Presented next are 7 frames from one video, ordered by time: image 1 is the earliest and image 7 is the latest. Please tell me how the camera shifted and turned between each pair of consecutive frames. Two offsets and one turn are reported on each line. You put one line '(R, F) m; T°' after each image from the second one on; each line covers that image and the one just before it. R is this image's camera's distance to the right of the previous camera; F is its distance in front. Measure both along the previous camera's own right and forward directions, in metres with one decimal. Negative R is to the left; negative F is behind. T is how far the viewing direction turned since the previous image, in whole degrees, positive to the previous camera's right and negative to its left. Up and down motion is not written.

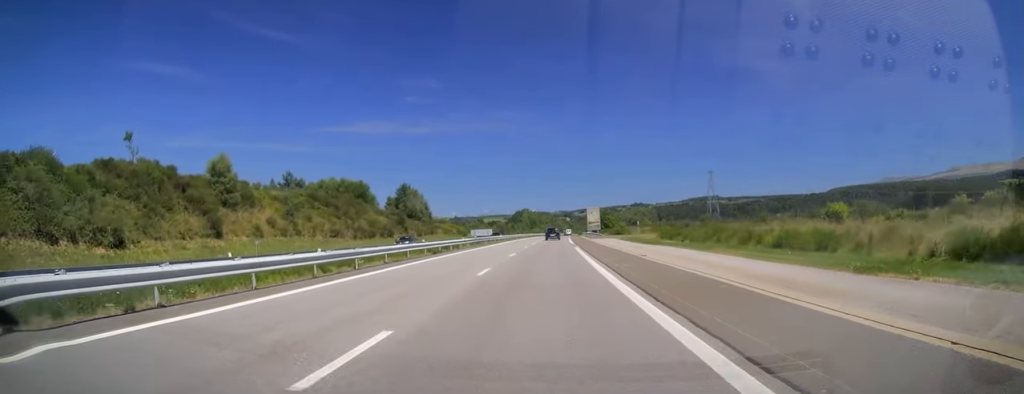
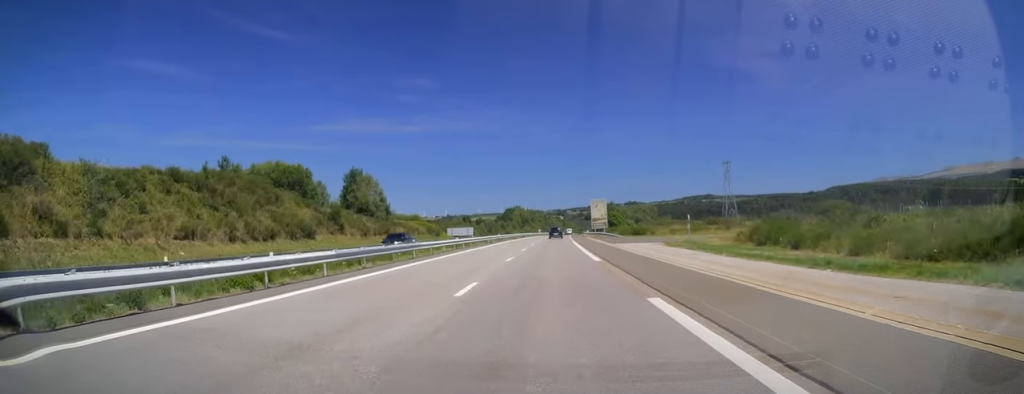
(+0.2, +32.0) m; +1°
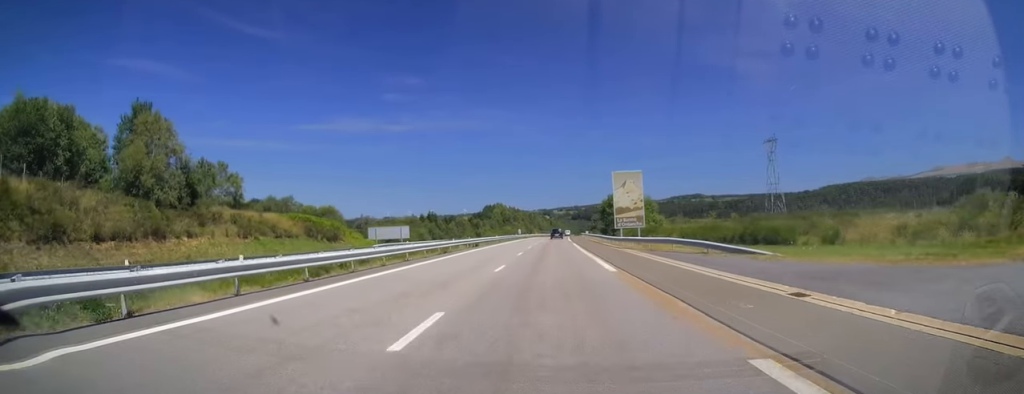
(+0.5, +56.4) m; +1°
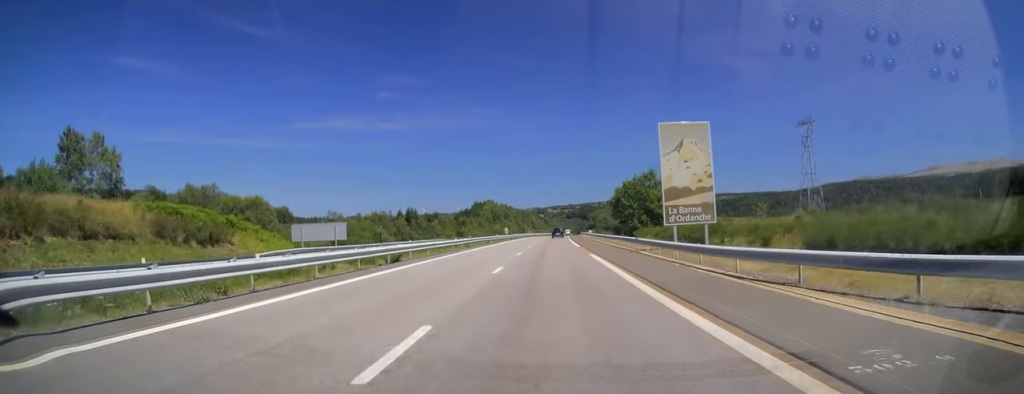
(+0.1, +24.7) m; +1°
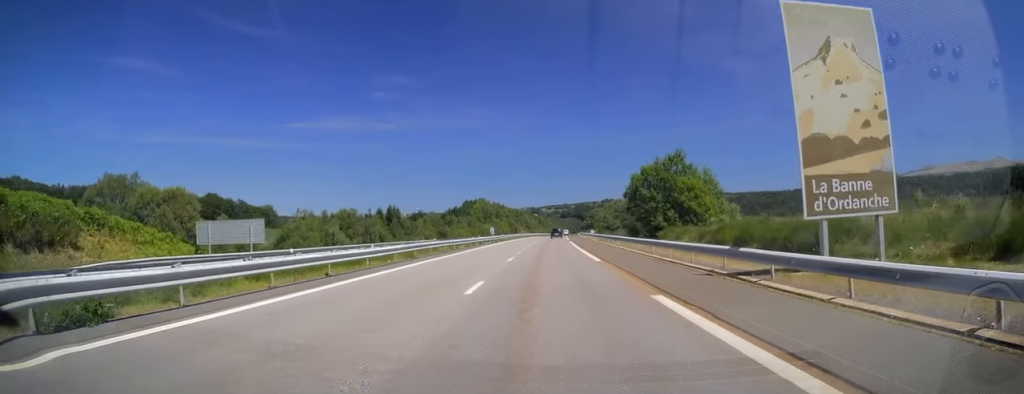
(+0.1, +16.1) m; +1°
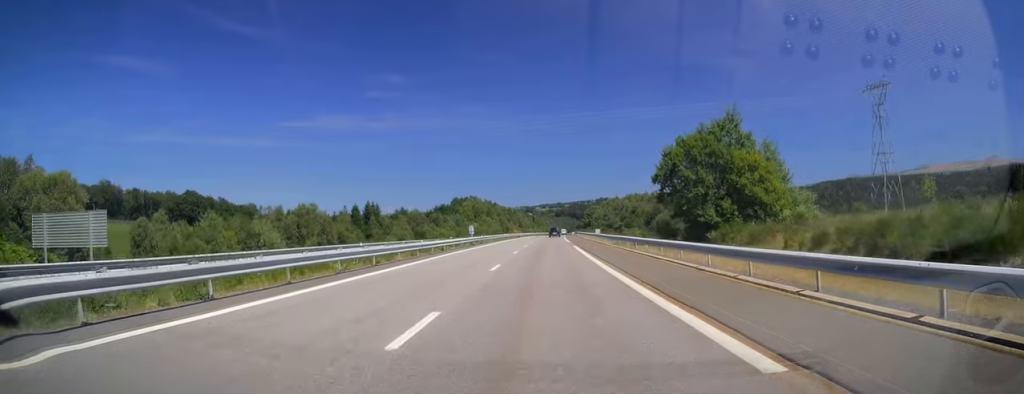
(0.0, +14.5) m; 0°
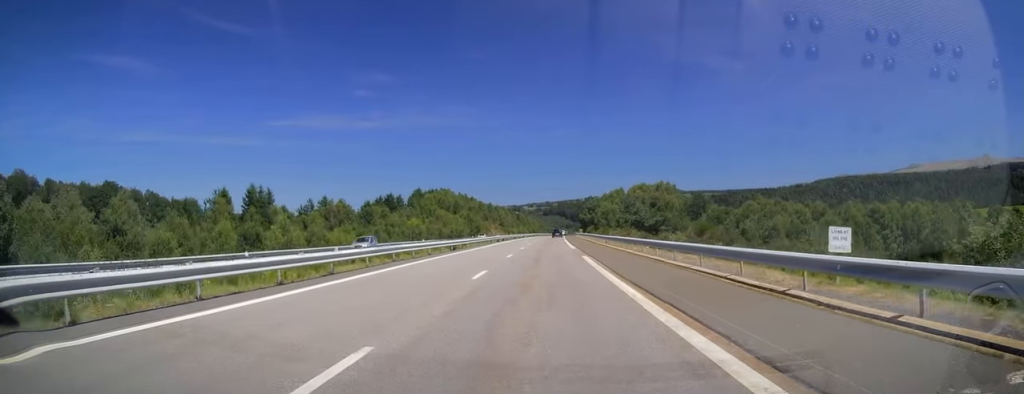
(+0.6, +56.1) m; +1°
